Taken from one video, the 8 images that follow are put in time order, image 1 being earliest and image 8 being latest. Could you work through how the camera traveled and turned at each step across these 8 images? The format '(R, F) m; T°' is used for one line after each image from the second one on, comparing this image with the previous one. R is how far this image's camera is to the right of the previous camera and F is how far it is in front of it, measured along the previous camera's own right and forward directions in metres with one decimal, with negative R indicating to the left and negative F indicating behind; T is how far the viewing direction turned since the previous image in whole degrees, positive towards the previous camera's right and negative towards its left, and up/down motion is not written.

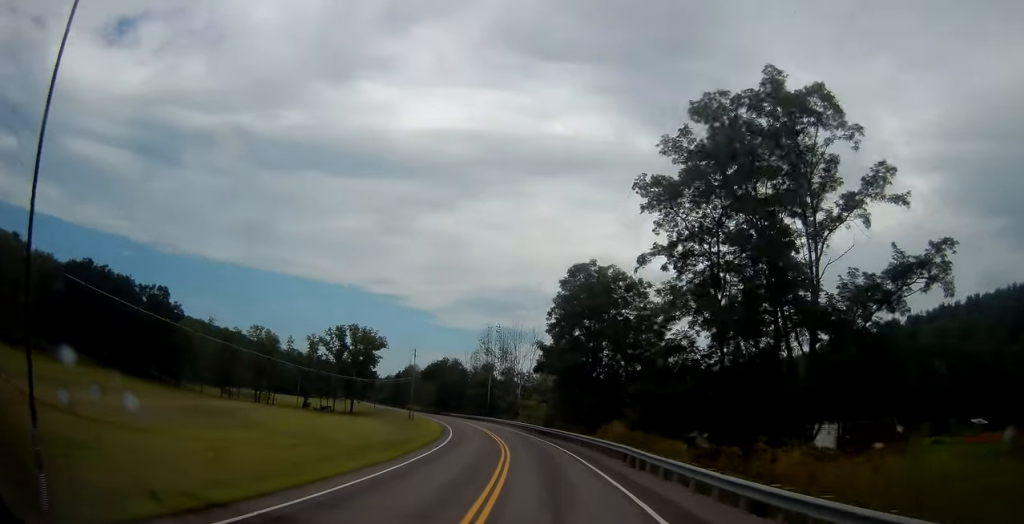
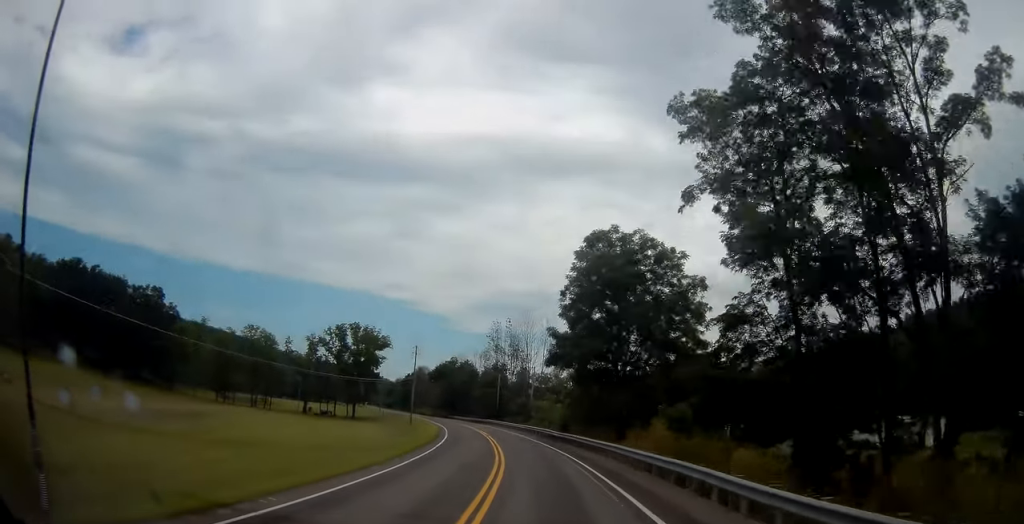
(-0.3, +9.9) m; -1°
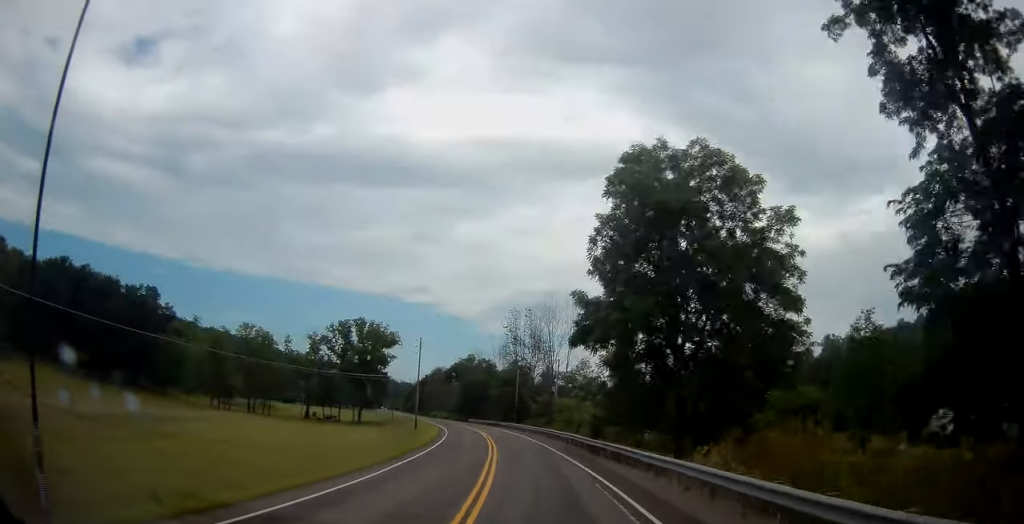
(-0.2, +13.7) m; -2°
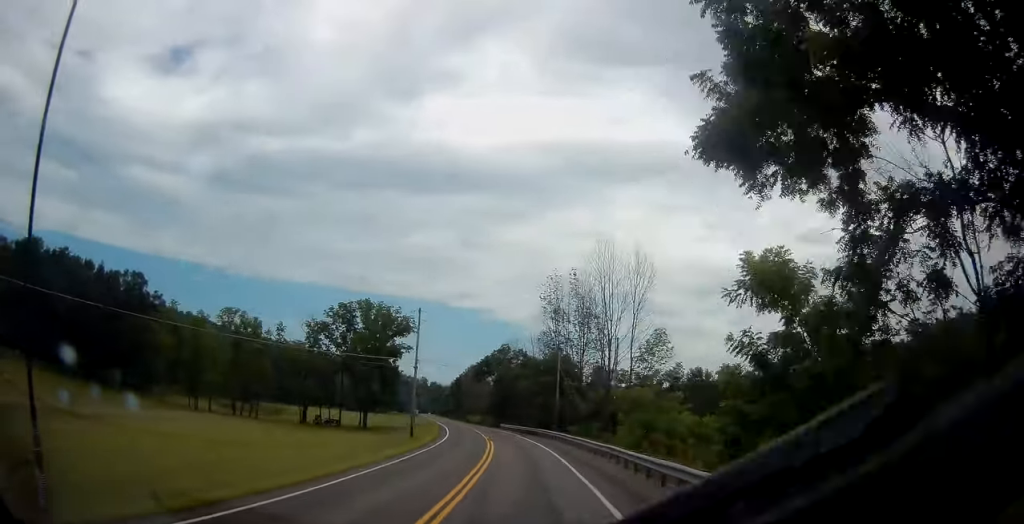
(-0.8, +25.5) m; -5°
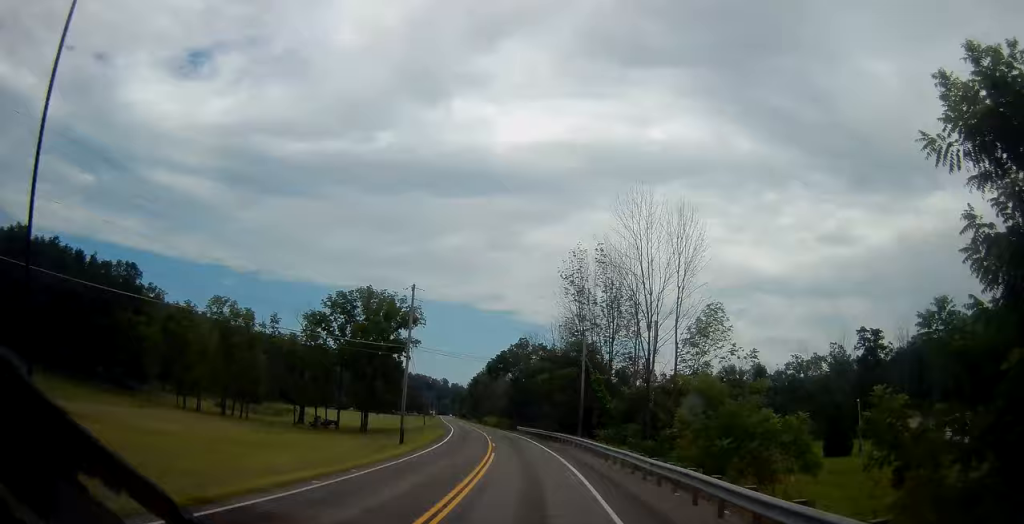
(-0.5, +11.0) m; -3°
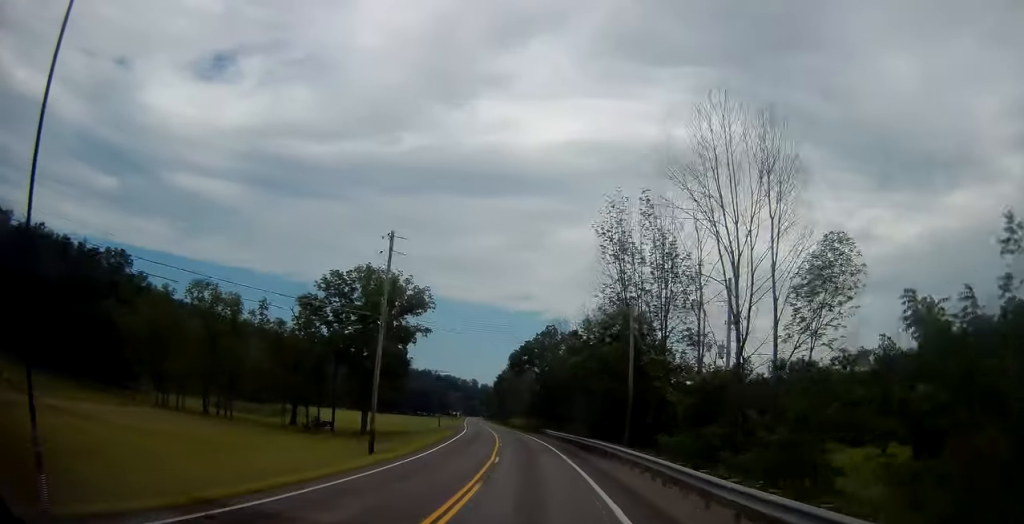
(-0.3, +14.2) m; -3°
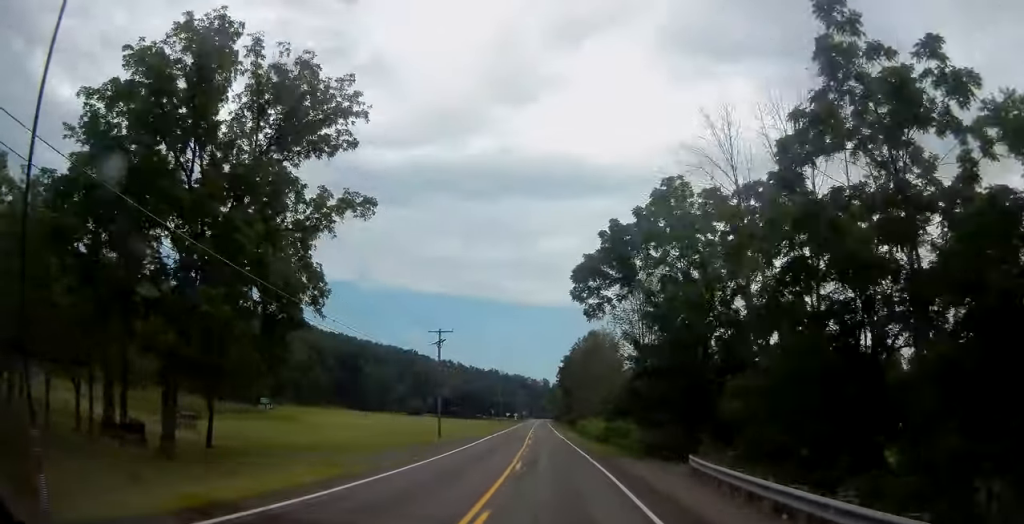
(-3.4, +52.8) m; -6°
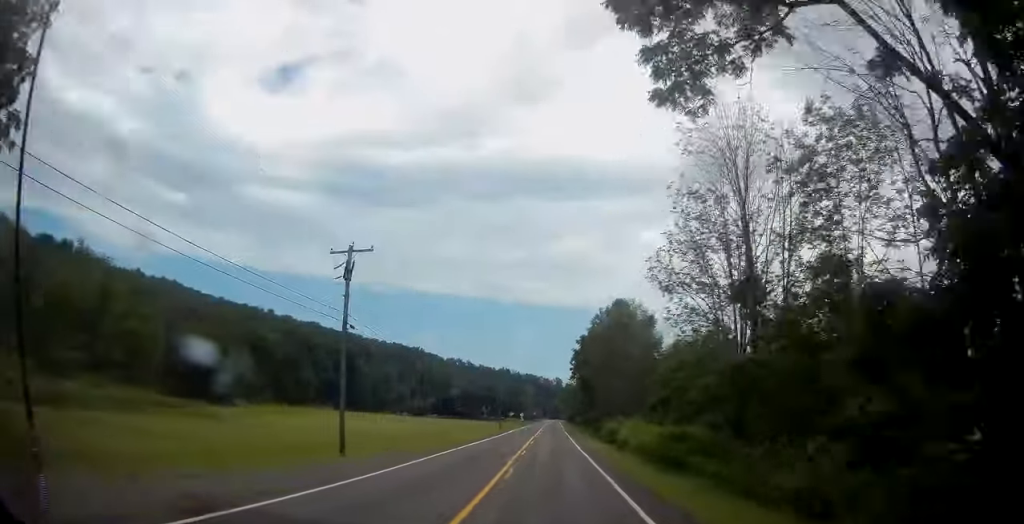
(-0.6, +26.7) m; 0°
